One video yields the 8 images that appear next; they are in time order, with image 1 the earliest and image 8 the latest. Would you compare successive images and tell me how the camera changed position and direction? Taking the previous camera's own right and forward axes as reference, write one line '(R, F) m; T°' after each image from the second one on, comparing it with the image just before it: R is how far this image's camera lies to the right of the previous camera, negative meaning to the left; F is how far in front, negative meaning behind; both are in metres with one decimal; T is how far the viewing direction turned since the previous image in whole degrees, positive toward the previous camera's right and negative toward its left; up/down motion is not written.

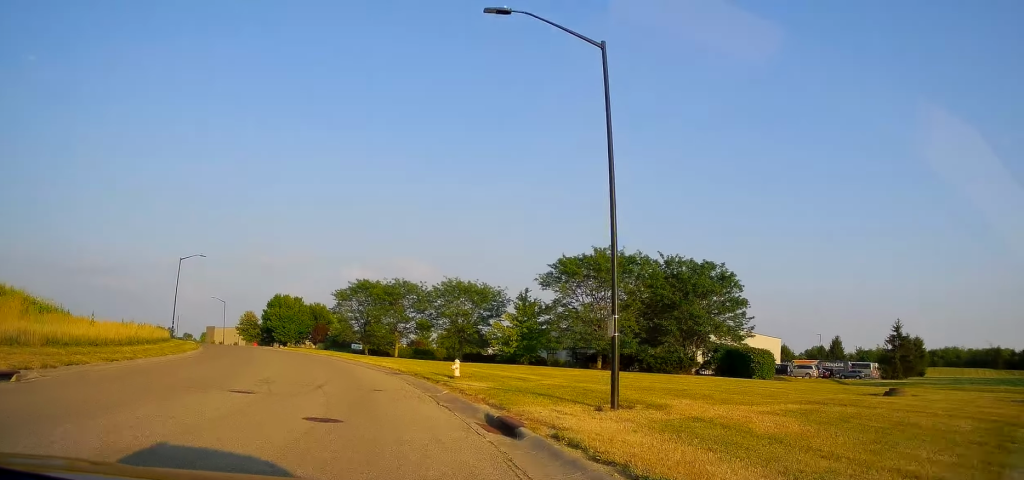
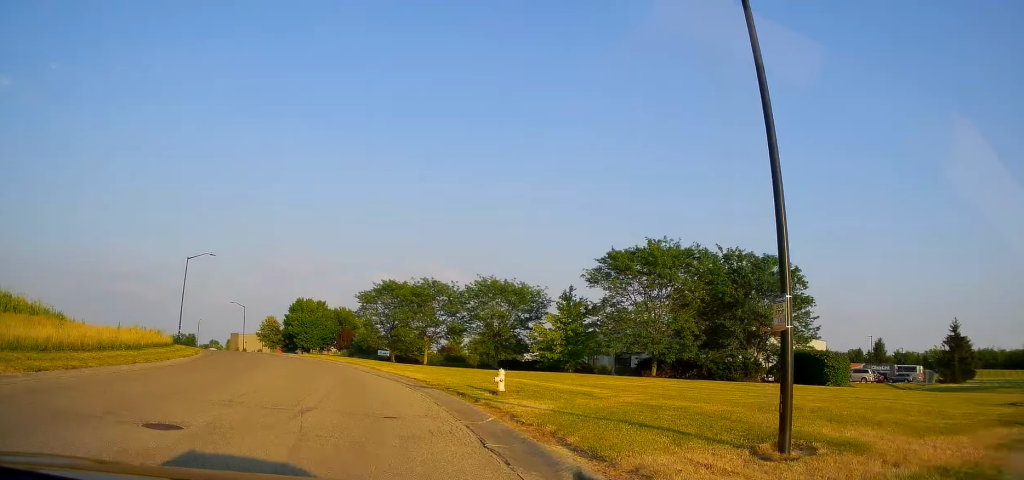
(-0.2, +5.7) m; -3°
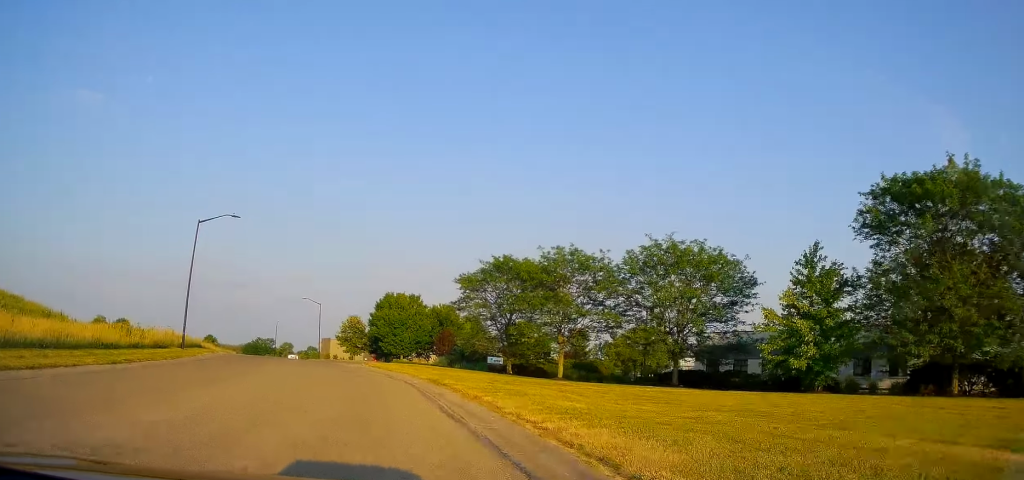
(-1.3, +20.1) m; -12°
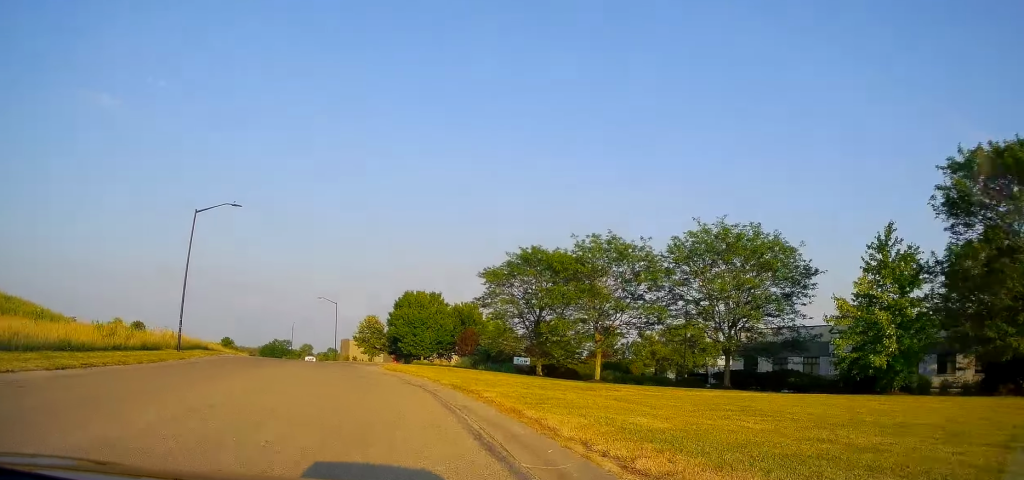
(-0.3, +3.7) m; -3°
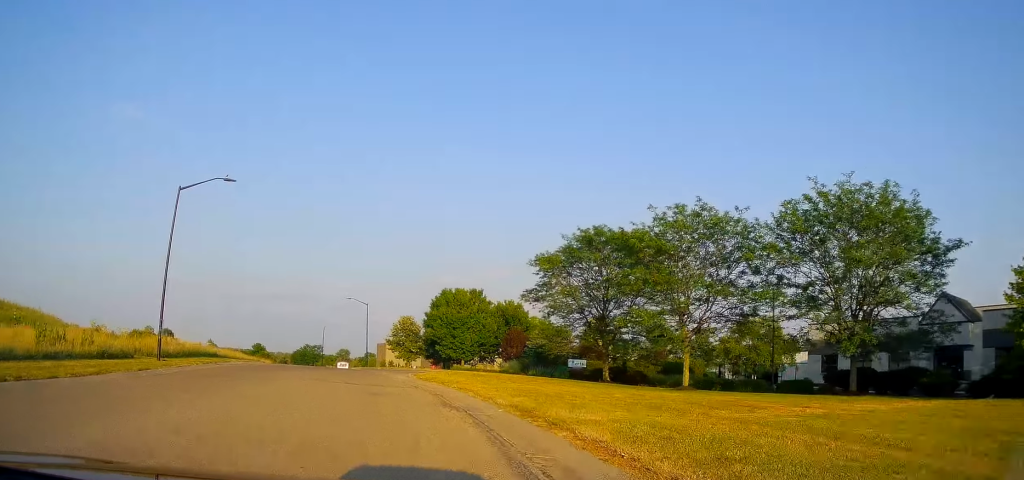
(-0.5, +7.2) m; -5°
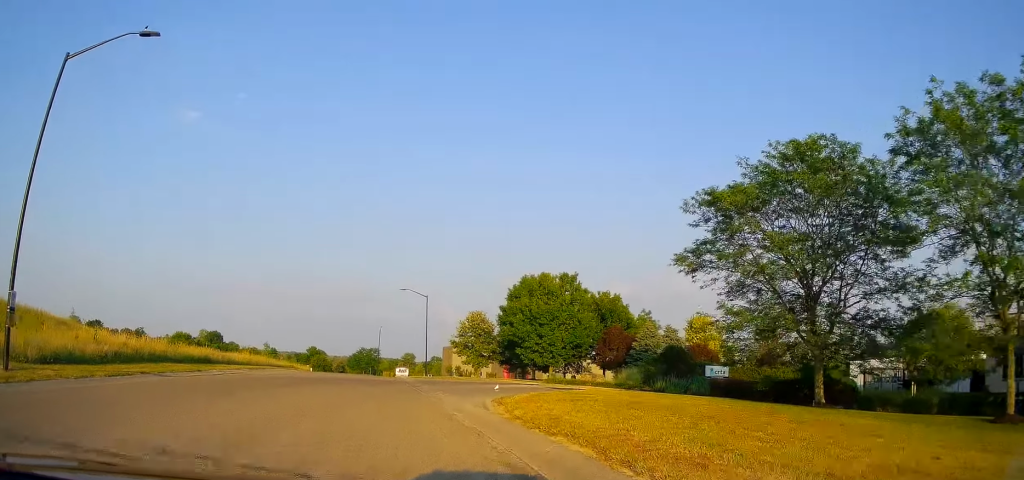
(-0.8, +15.3) m; -7°
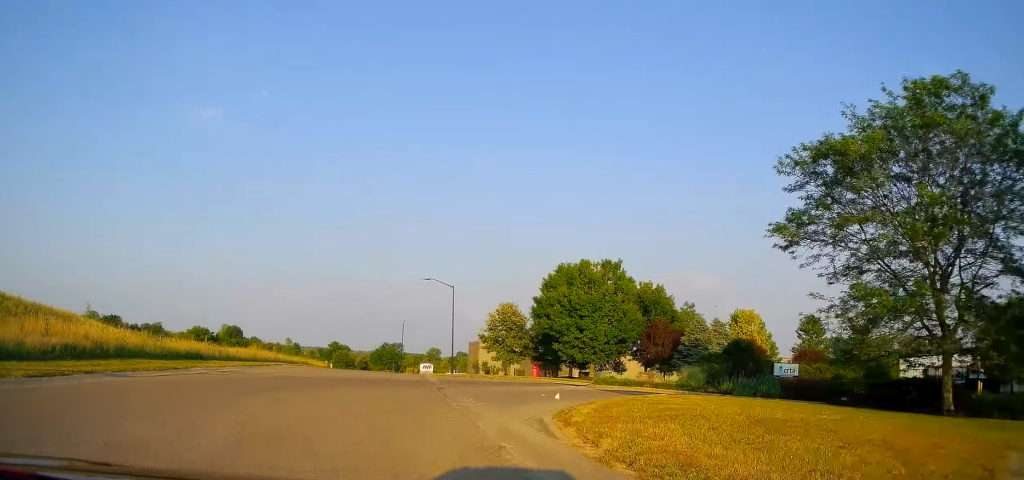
(-0.1, +5.3) m; -5°
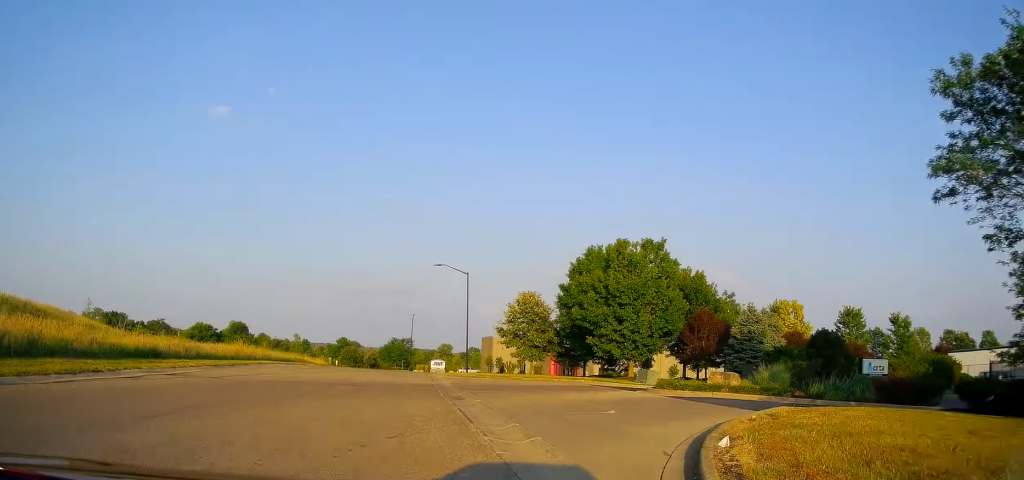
(-0.6, +6.8) m; -5°
